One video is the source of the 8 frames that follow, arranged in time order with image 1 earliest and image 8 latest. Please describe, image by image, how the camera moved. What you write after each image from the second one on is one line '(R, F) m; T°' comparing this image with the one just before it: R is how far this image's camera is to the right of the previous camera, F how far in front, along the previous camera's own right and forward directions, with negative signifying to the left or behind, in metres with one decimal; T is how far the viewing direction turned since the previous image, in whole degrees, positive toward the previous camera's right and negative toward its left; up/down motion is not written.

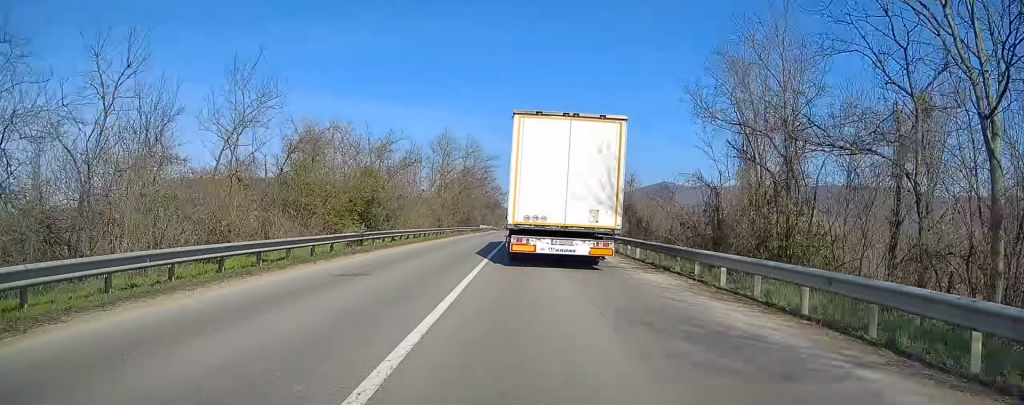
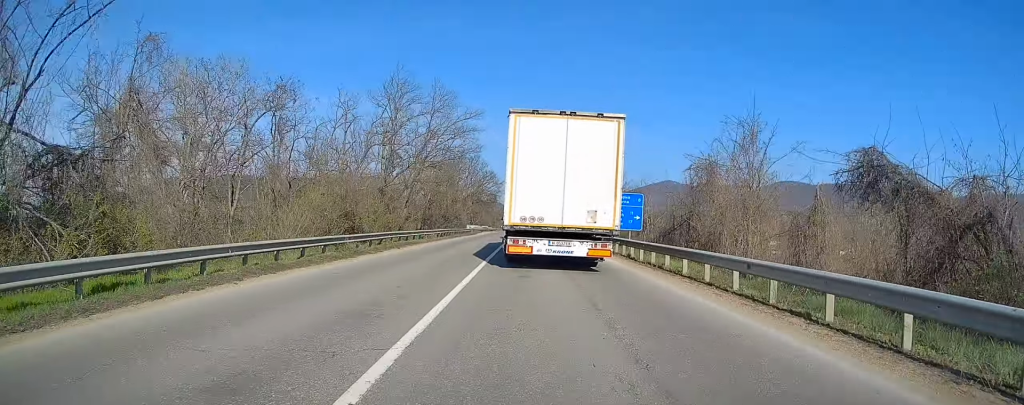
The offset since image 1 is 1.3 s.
(+0.4, +29.0) m; 0°
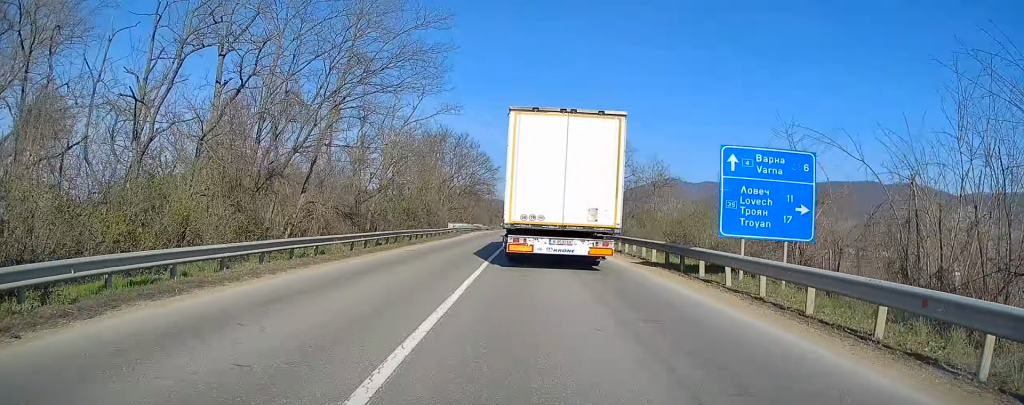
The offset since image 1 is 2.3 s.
(-0.3, +21.4) m; -1°
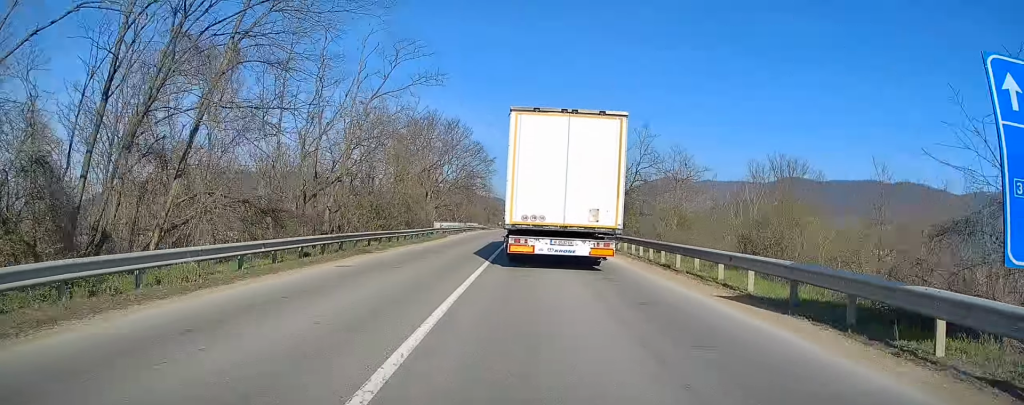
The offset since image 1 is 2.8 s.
(0.0, +9.2) m; 0°
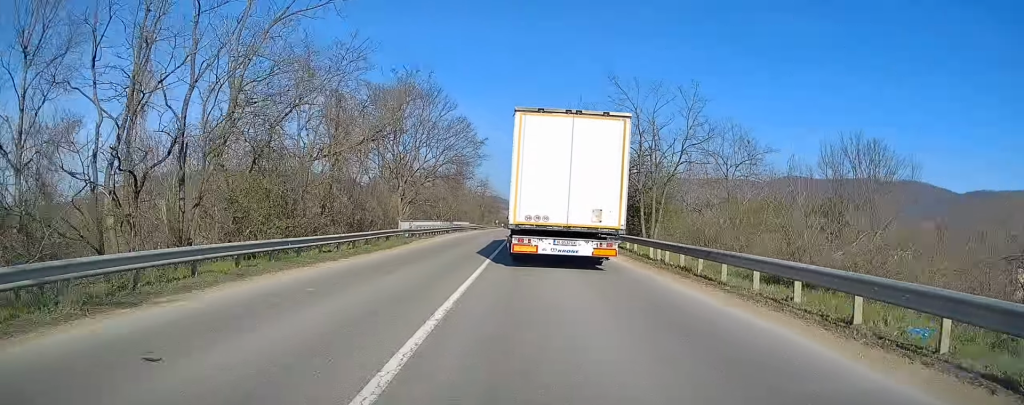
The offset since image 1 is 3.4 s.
(-0.1, +14.1) m; +1°
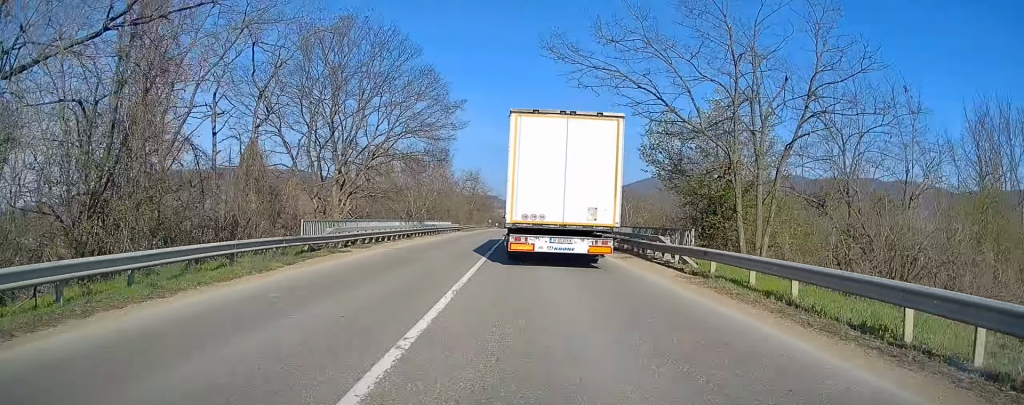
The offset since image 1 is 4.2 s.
(+0.3, +15.9) m; 0°
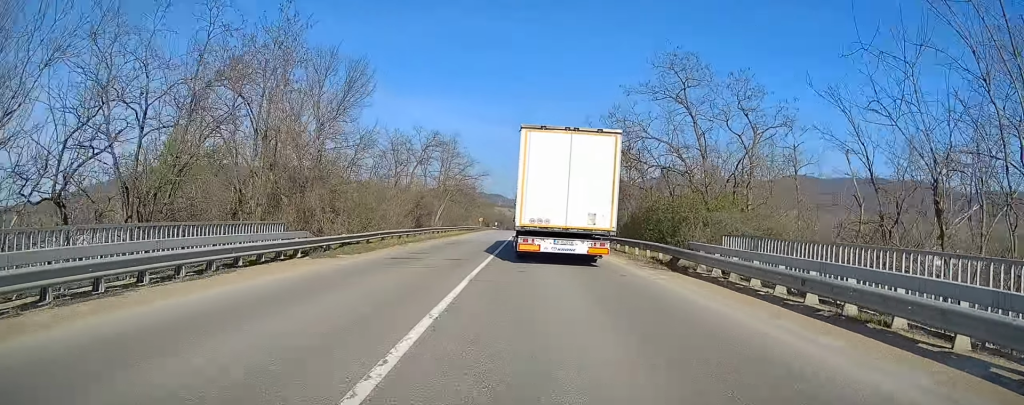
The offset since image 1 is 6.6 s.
(-0.1, +47.7) m; 0°
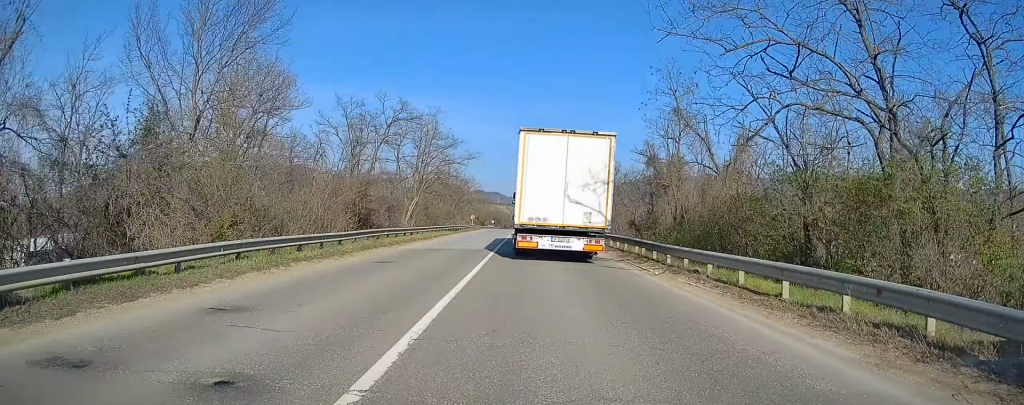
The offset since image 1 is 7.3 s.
(-0.3, +14.4) m; 0°
